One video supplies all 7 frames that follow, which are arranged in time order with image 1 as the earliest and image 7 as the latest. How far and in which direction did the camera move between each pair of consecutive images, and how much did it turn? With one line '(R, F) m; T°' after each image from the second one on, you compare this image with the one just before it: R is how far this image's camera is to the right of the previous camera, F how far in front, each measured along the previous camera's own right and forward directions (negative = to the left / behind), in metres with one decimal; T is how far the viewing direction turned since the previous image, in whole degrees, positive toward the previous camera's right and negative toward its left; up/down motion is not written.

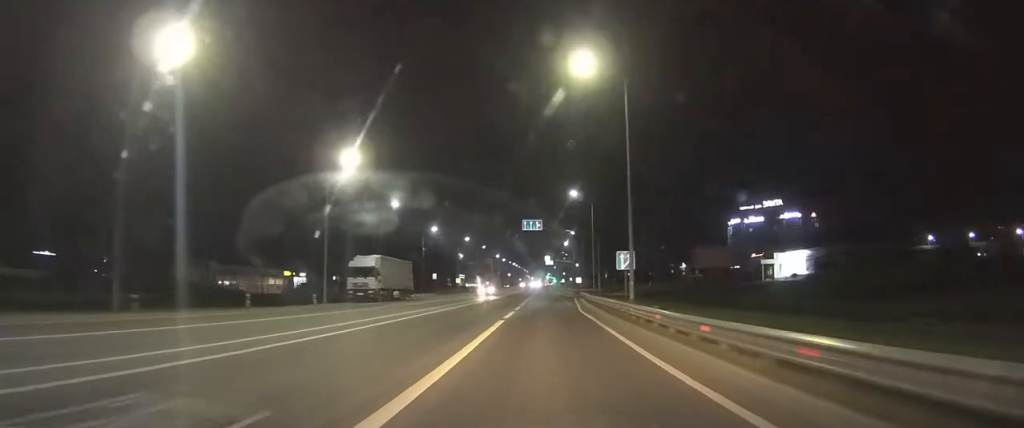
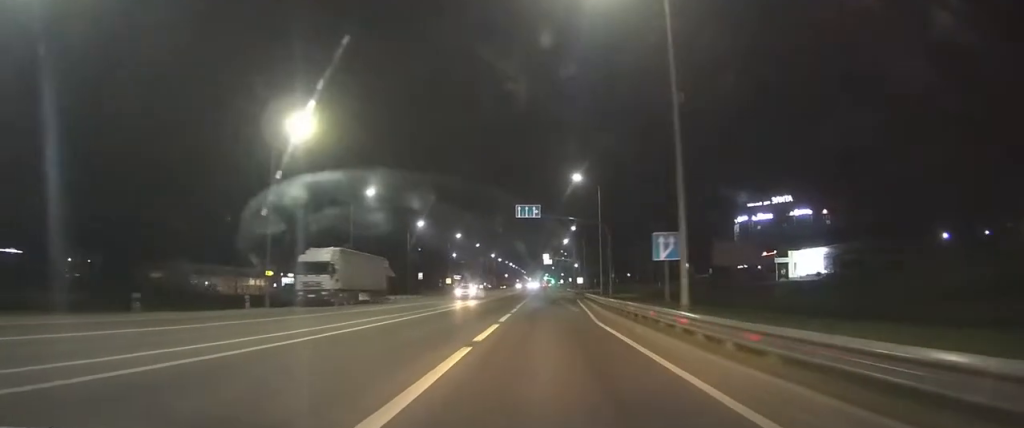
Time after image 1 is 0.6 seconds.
(0.0, +10.3) m; 0°
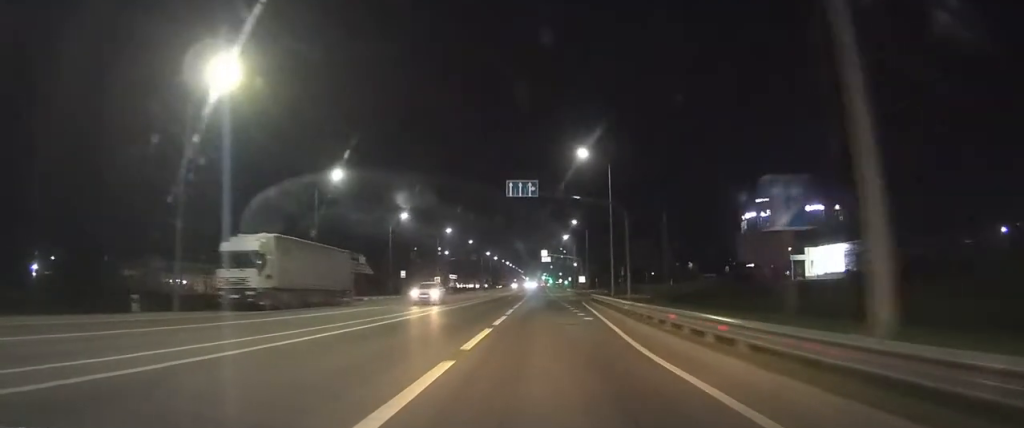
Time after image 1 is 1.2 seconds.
(0.0, +10.2) m; 0°
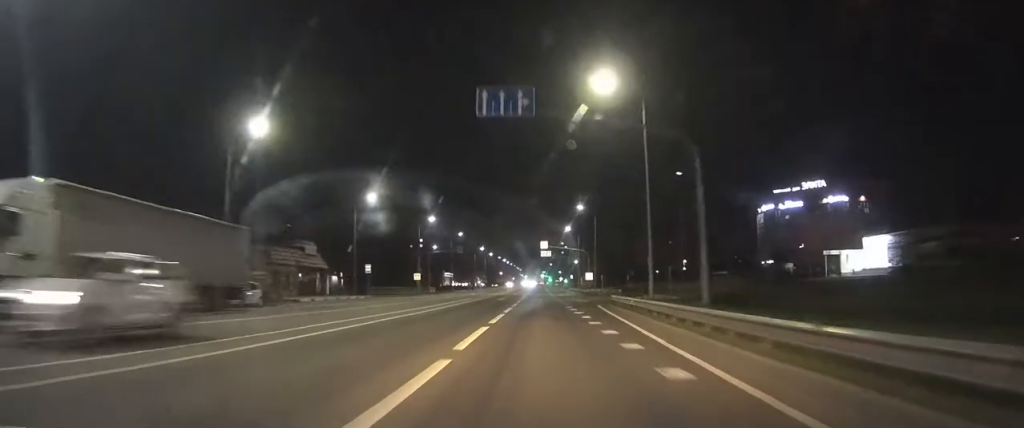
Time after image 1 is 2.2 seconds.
(0.0, +16.3) m; 0°
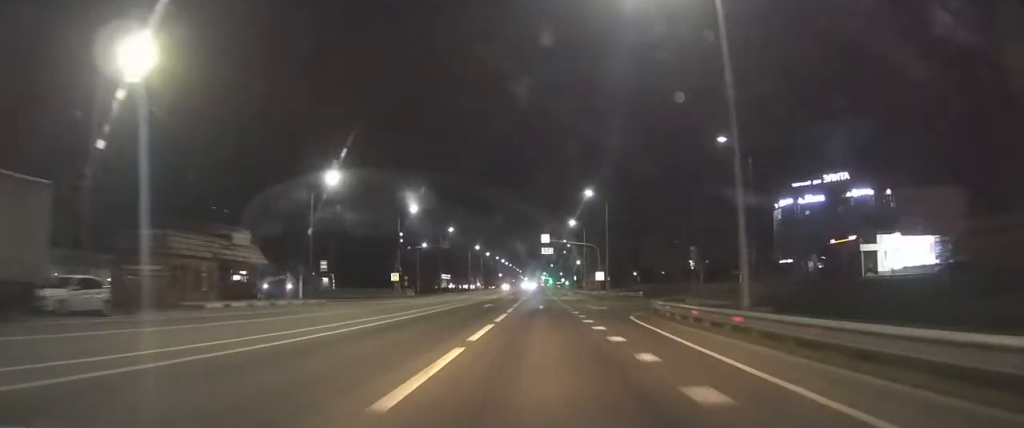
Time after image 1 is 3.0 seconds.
(0.0, +13.9) m; 0°
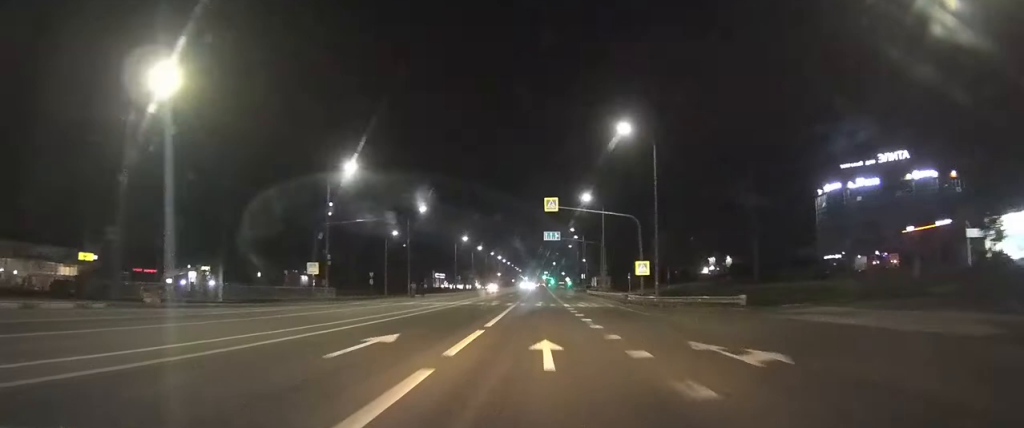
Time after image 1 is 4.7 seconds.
(0.0, +28.0) m; 0°
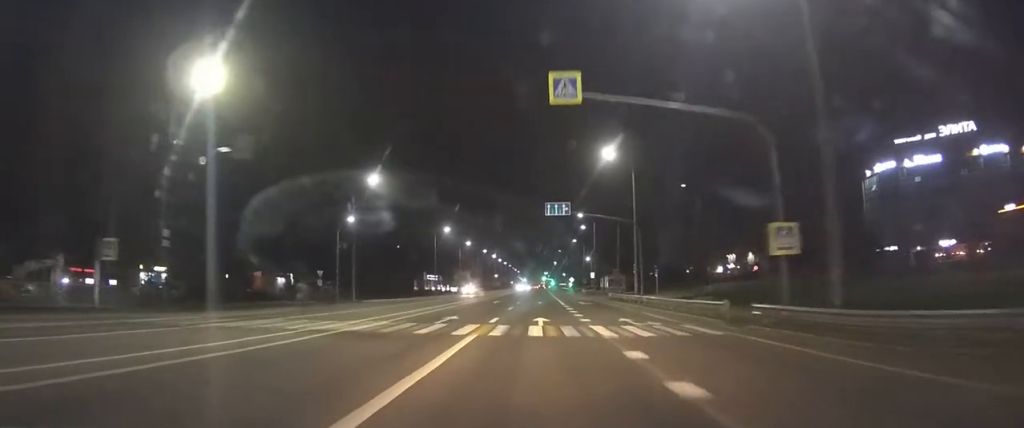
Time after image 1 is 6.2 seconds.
(0.0, +24.1) m; 0°
